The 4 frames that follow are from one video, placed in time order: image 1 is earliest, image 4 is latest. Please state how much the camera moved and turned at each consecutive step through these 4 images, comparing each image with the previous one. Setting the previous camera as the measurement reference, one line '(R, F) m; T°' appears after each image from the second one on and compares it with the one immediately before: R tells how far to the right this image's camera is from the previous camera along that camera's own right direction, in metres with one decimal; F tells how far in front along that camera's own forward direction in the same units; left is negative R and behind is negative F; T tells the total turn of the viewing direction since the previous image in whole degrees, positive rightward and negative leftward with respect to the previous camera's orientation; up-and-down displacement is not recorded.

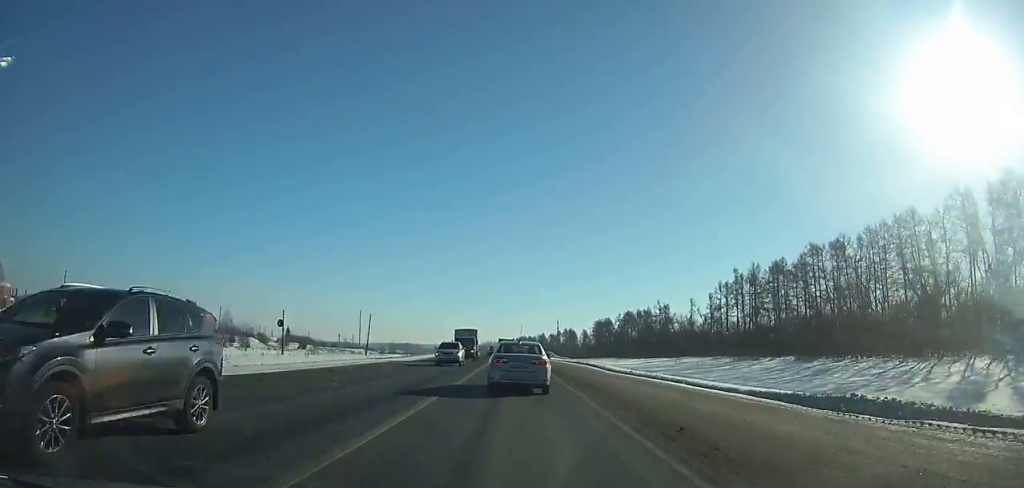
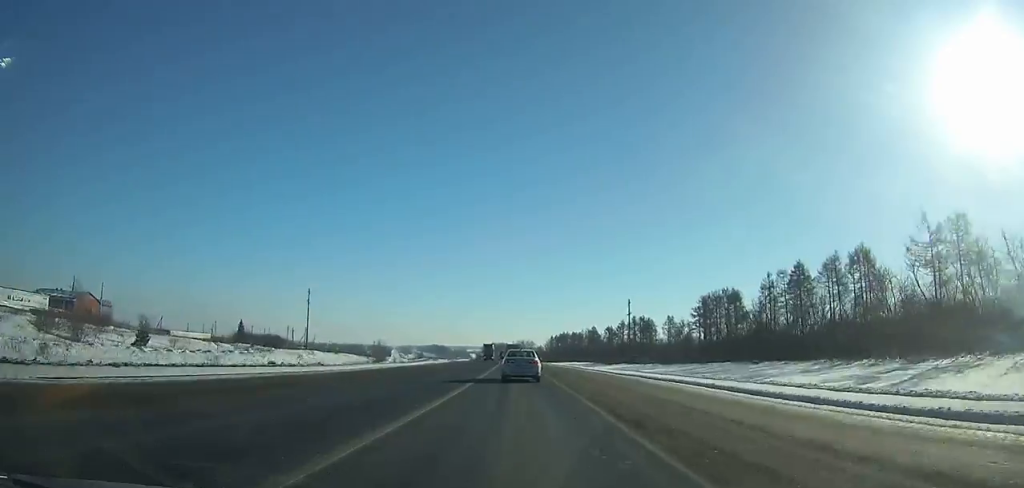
(-2.9, +115.9) m; -3°
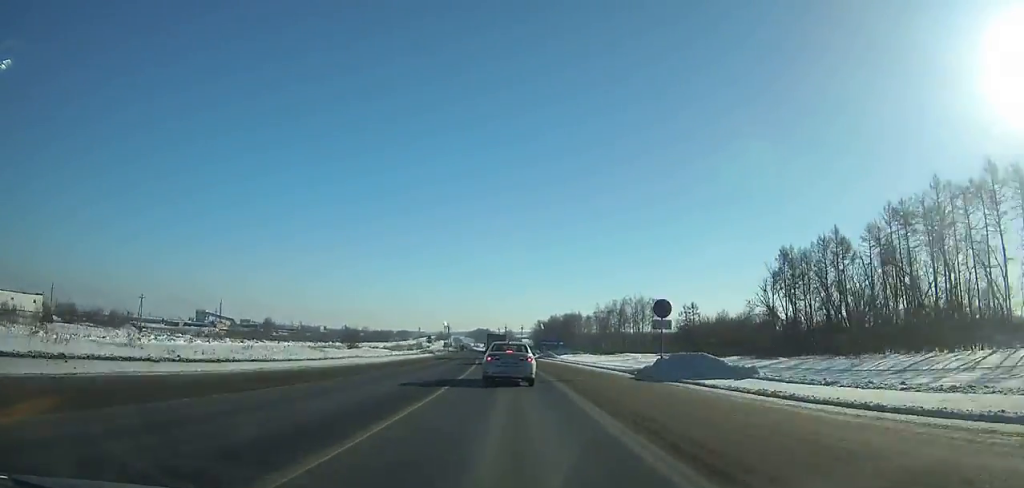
(-14.0, +283.0) m; -7°
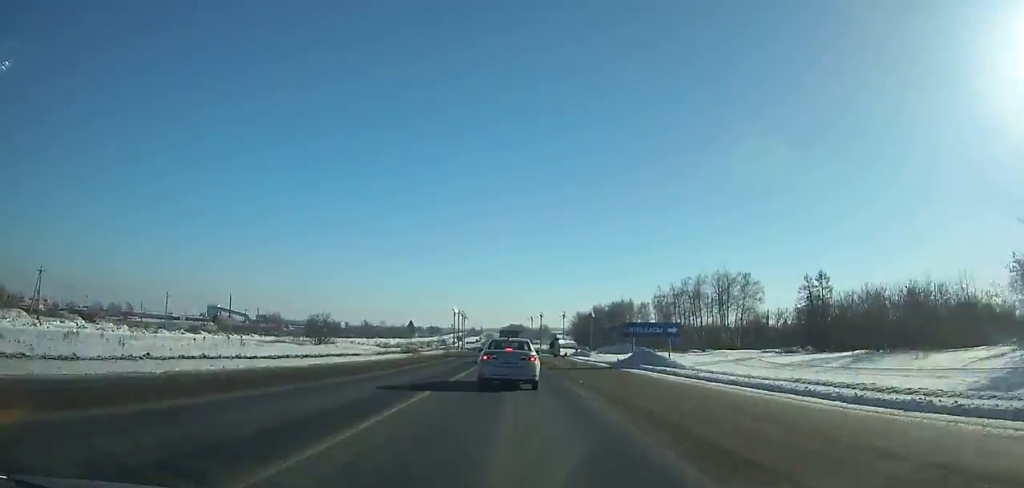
(-1.0, +49.6) m; -2°
